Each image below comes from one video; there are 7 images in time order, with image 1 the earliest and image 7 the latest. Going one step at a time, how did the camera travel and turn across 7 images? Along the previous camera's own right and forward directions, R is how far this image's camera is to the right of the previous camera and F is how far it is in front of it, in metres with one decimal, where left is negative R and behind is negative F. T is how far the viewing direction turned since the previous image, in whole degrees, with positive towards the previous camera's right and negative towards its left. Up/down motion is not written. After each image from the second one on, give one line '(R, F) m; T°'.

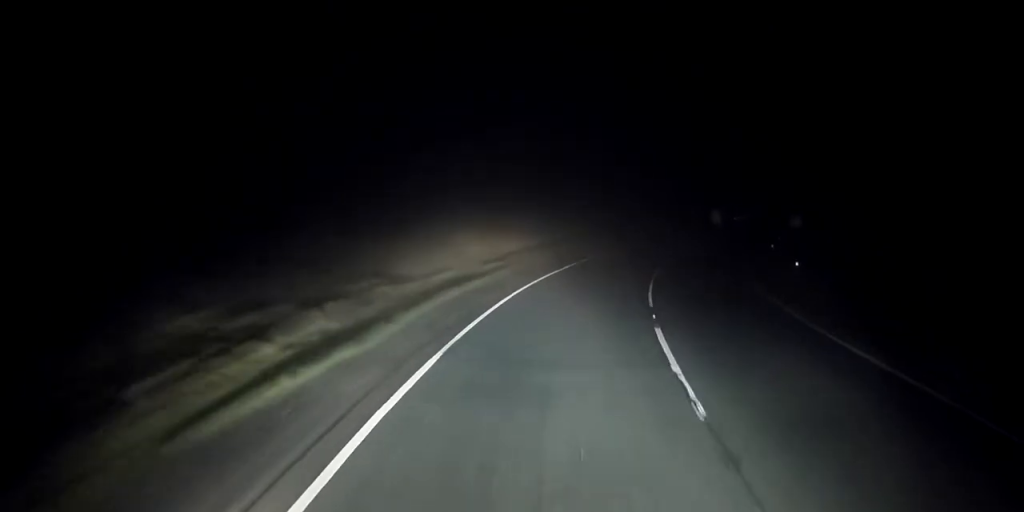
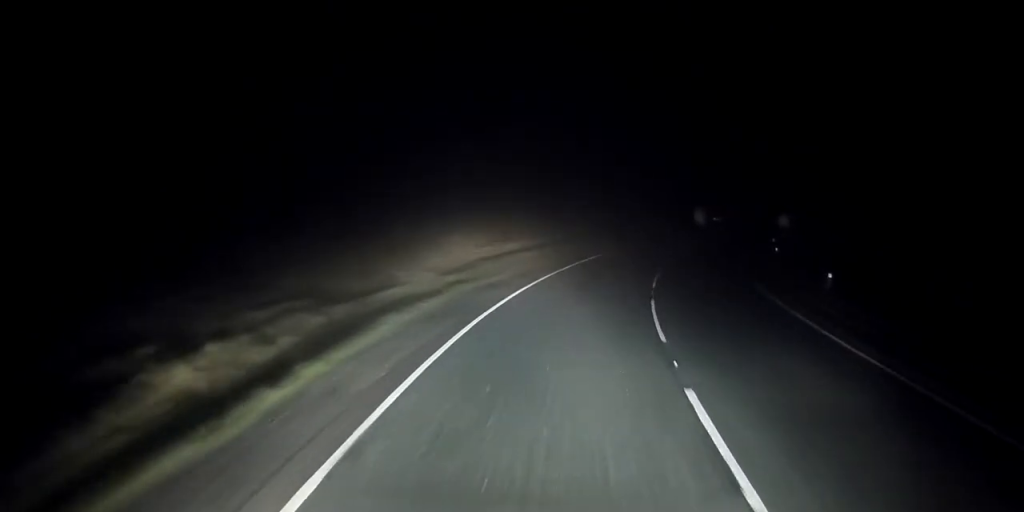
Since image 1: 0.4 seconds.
(0.0, +4.8) m; +2°
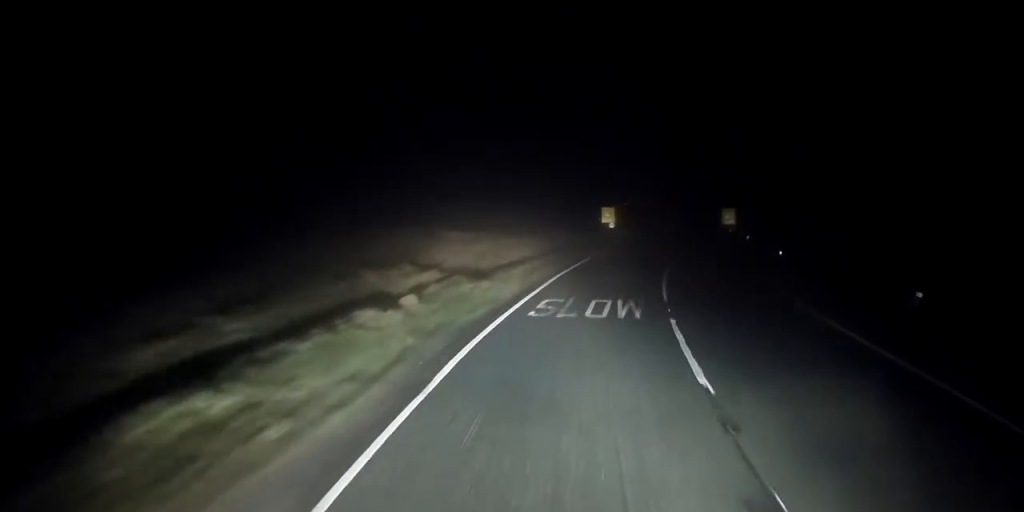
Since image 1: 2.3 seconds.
(+2.0, +21.8) m; +10°
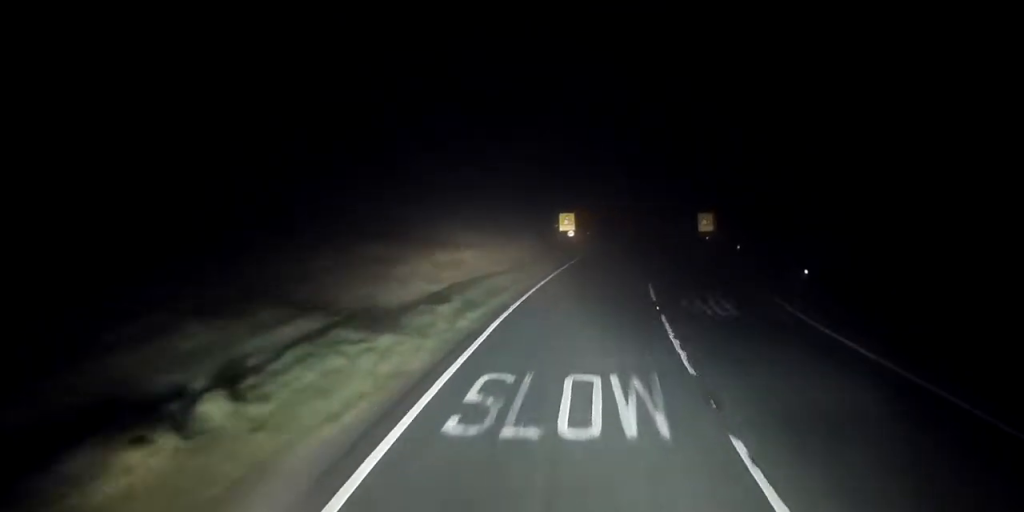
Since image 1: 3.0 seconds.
(+0.3, +7.6) m; +3°
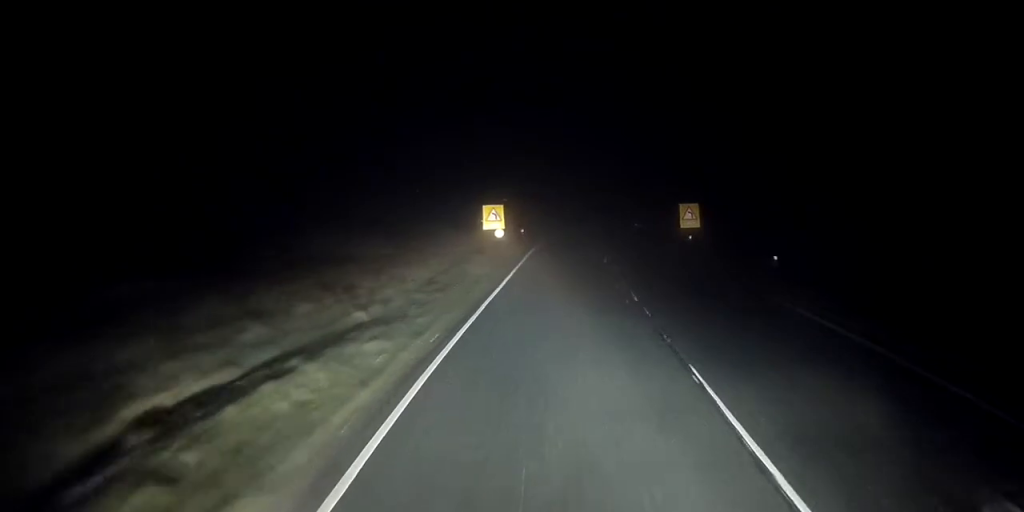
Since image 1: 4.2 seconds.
(+0.7, +15.0) m; +3°
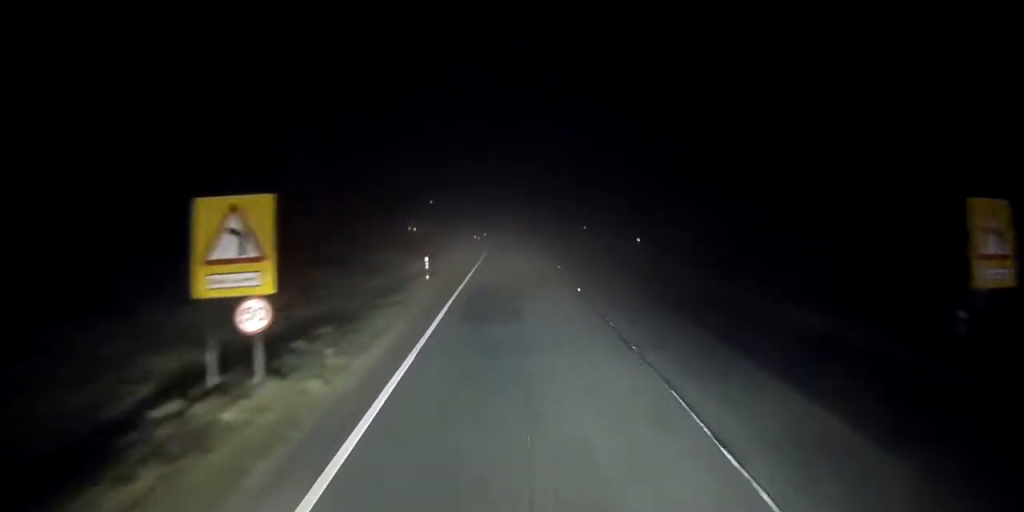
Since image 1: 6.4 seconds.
(+0.5, +28.4) m; +2°
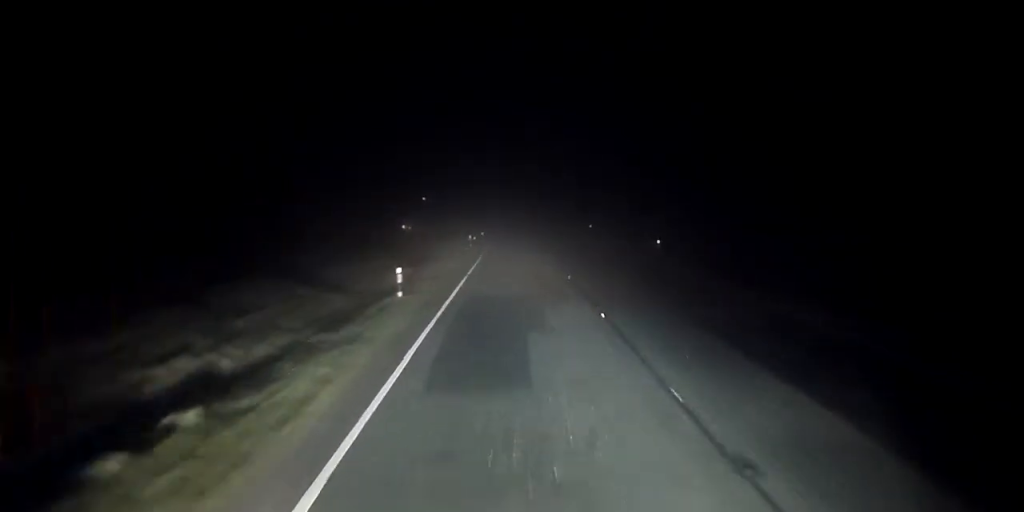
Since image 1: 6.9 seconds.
(0.0, +5.8) m; 0°
